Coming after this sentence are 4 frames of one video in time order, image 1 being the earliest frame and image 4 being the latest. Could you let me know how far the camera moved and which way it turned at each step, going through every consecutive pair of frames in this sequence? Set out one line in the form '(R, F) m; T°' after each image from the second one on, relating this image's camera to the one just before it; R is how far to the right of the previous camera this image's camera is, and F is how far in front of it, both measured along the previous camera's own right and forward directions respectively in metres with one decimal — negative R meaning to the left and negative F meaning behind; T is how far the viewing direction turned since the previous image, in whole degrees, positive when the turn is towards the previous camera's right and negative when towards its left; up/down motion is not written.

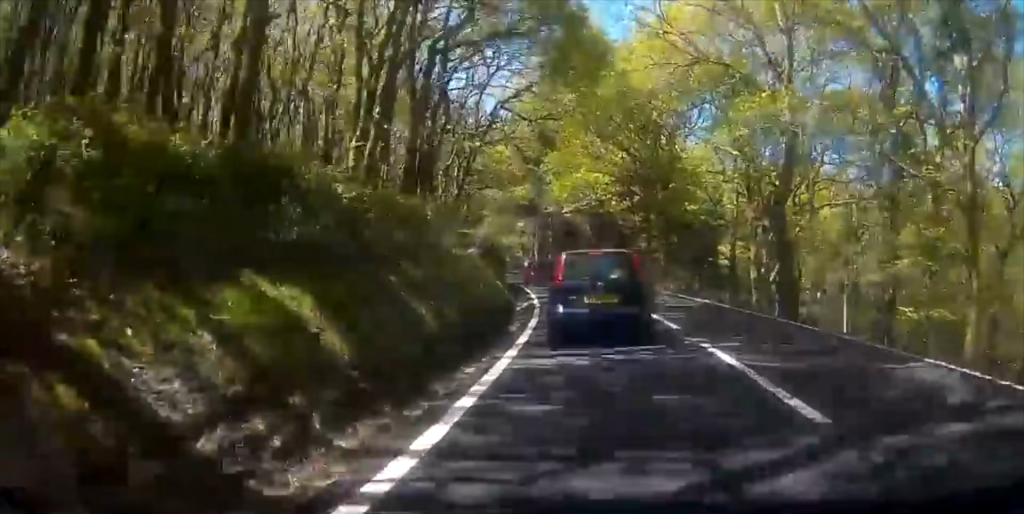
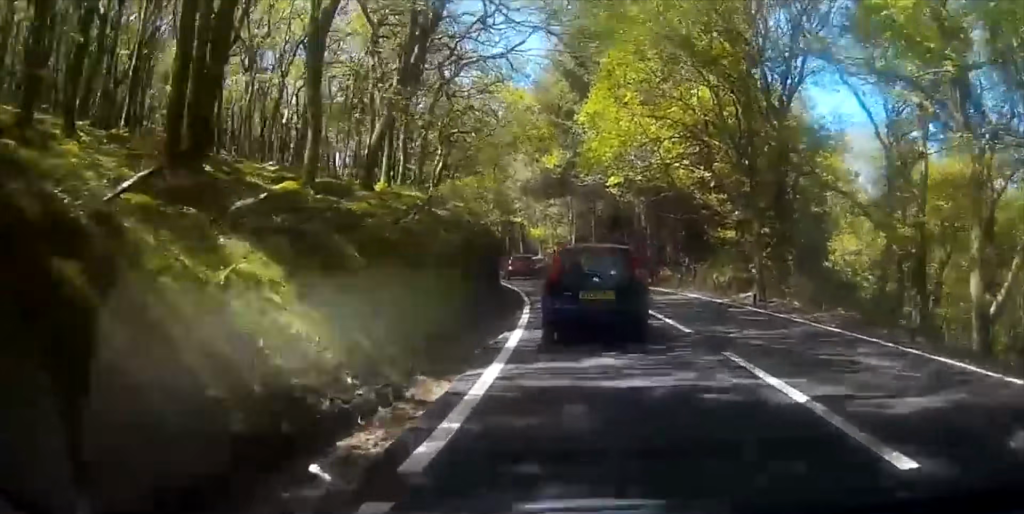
(-1.2, +19.3) m; -6°
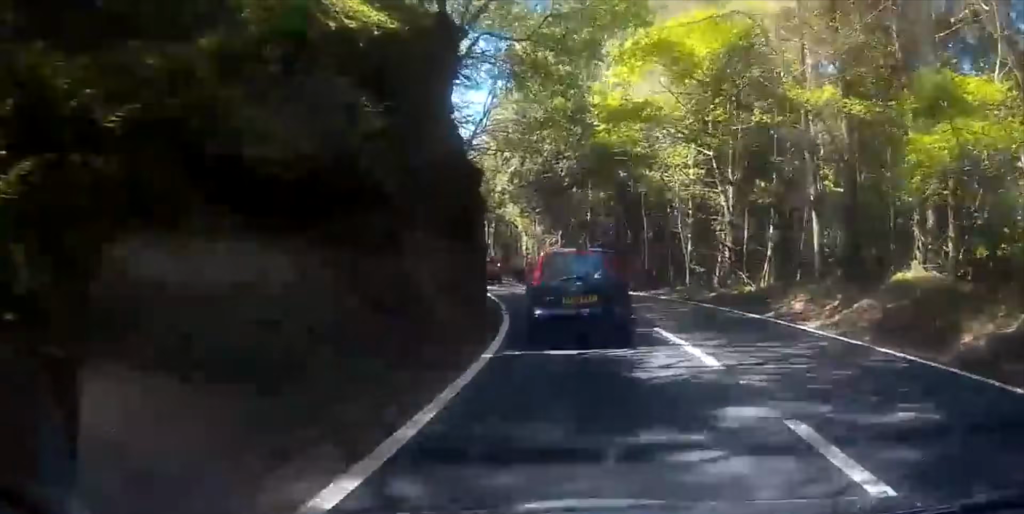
(-7.2, +58.2) m; -14°
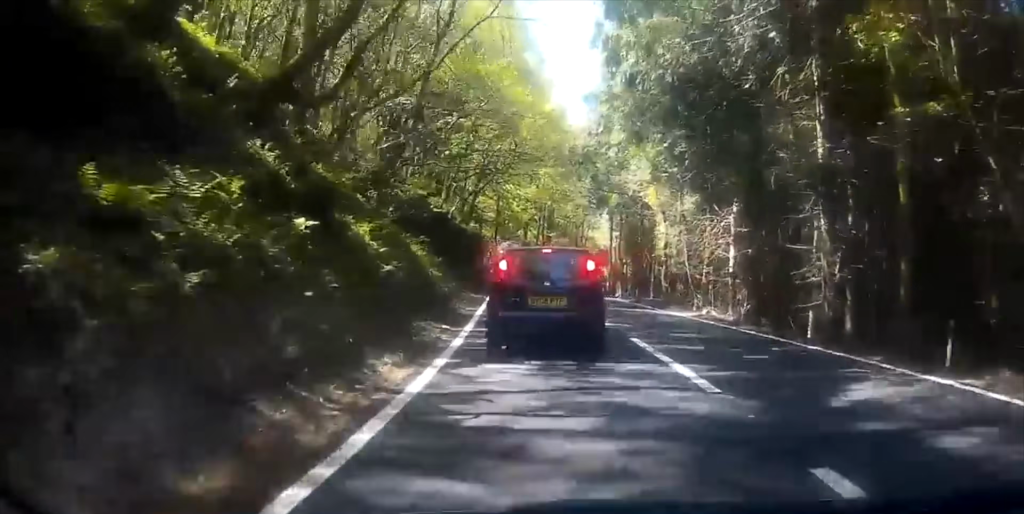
(-1.5, +27.9) m; -7°
